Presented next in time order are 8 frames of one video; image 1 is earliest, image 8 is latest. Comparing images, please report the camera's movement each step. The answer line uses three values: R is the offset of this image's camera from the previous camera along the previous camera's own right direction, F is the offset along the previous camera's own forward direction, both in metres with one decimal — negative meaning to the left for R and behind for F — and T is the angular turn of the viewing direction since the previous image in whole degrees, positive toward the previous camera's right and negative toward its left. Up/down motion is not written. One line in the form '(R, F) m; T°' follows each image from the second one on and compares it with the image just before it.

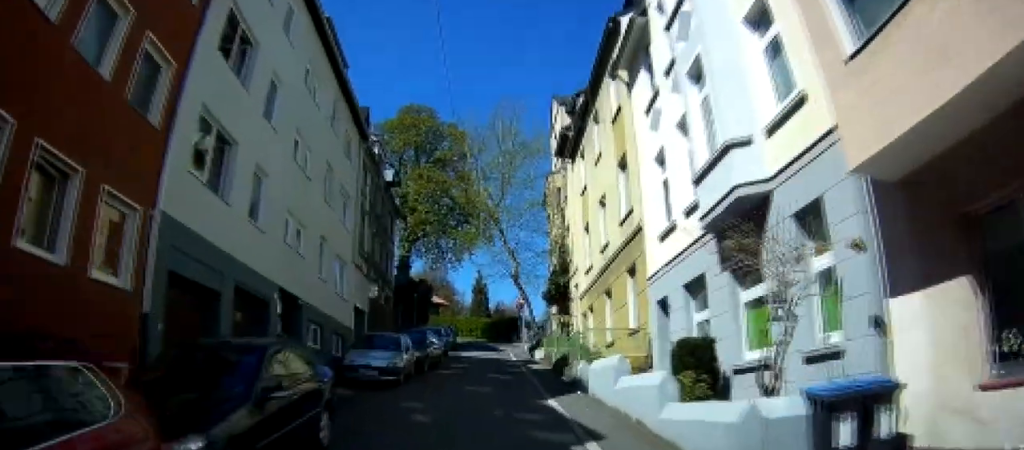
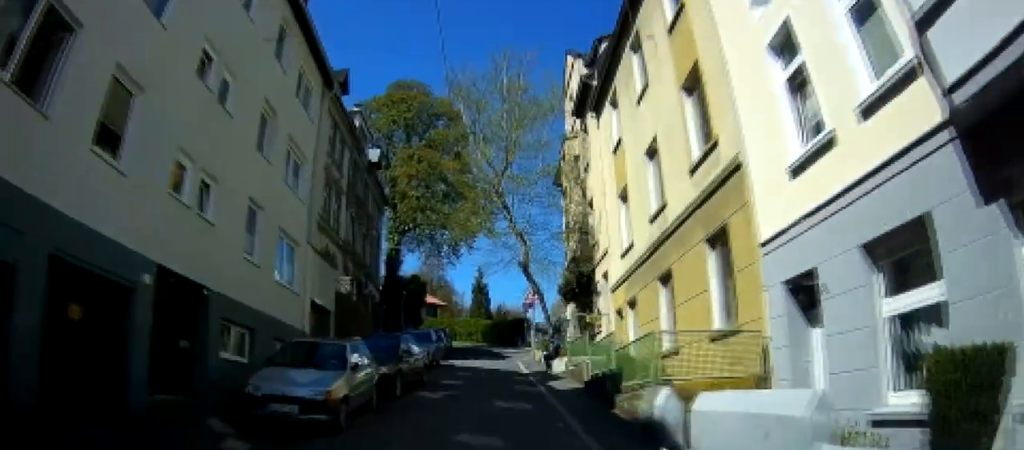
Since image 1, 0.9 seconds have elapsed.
(-0.2, +5.6) m; -2°
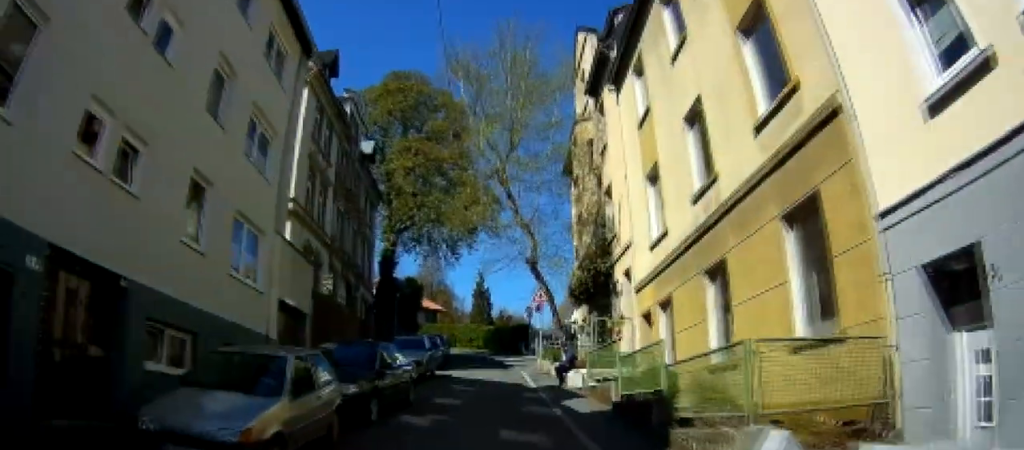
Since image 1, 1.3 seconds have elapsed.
(0.0, +2.6) m; 0°
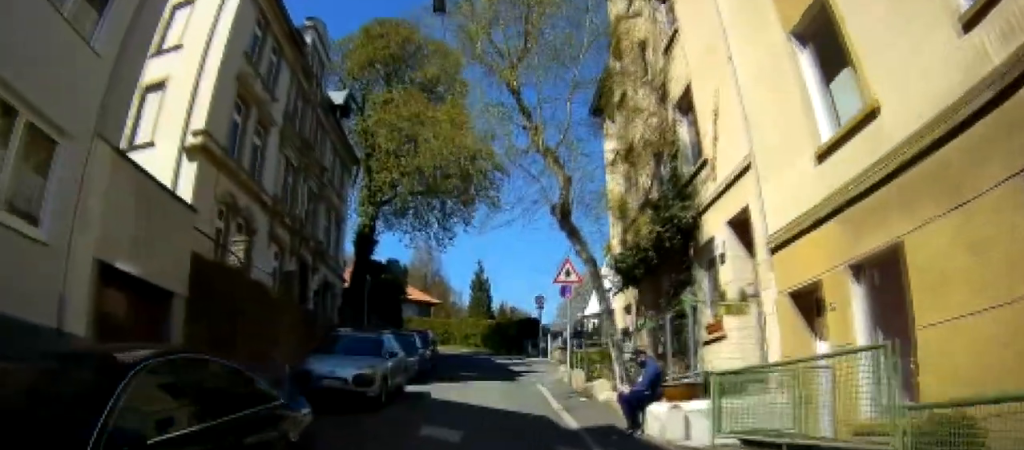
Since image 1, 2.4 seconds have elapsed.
(+0.1, +6.8) m; +1°
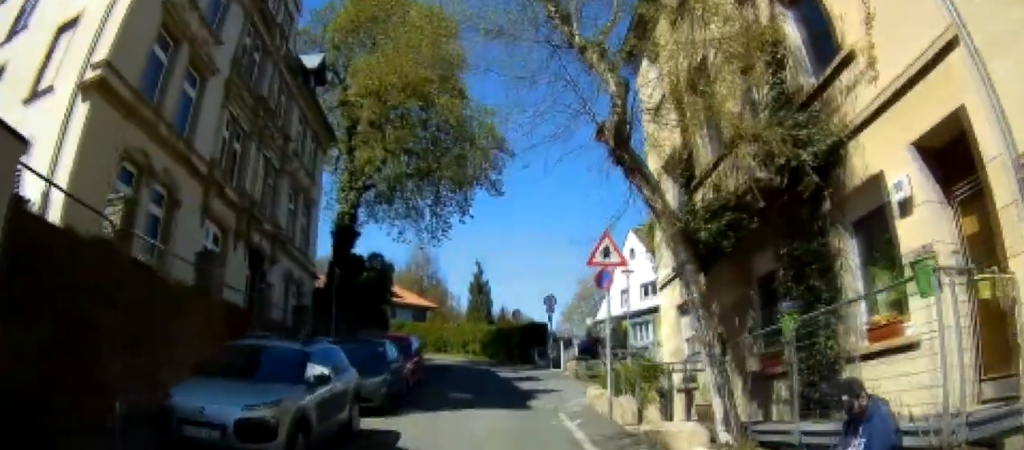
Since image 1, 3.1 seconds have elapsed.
(0.0, +4.4) m; 0°
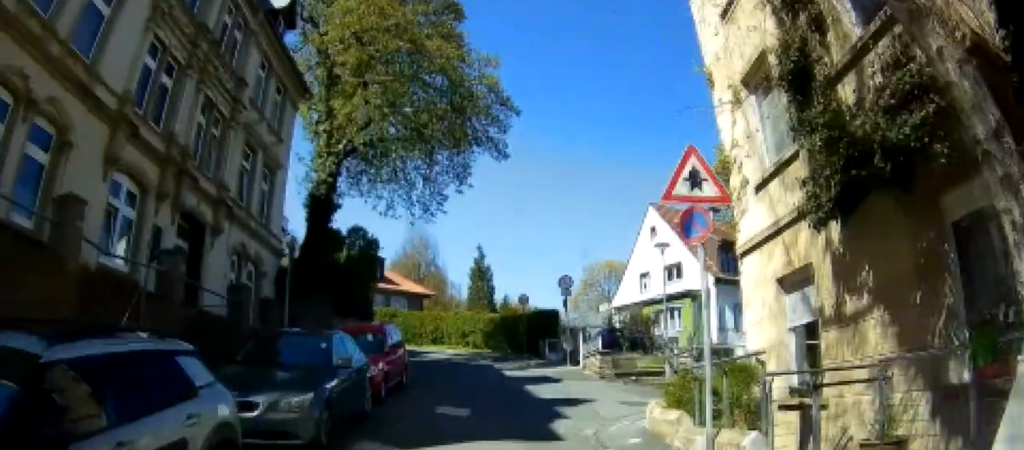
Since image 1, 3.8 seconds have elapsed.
(0.0, +4.1) m; 0°
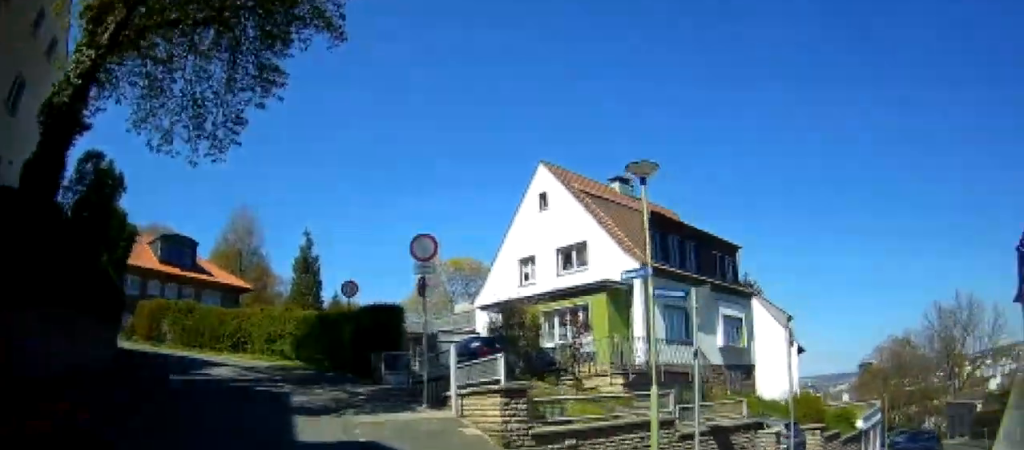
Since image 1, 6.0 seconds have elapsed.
(0.0, +12.2) m; 0°
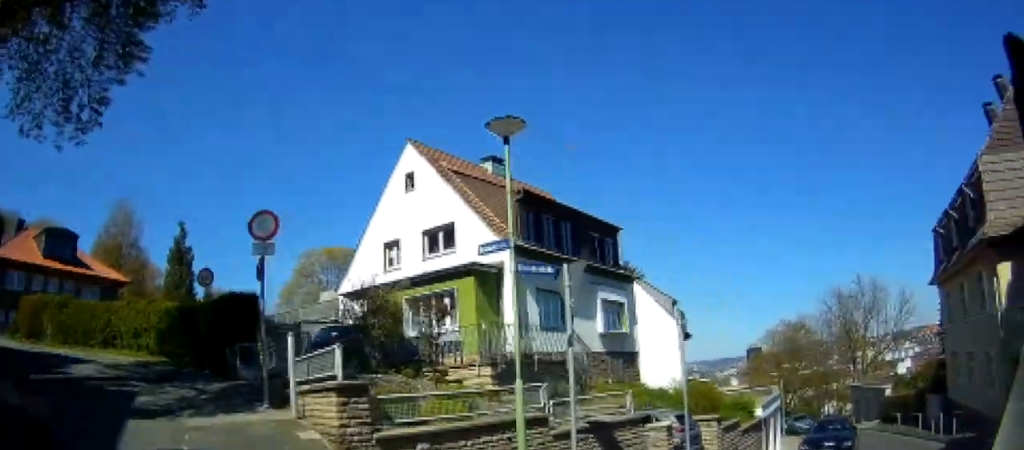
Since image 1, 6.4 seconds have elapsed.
(0.0, +2.2) m; 0°
